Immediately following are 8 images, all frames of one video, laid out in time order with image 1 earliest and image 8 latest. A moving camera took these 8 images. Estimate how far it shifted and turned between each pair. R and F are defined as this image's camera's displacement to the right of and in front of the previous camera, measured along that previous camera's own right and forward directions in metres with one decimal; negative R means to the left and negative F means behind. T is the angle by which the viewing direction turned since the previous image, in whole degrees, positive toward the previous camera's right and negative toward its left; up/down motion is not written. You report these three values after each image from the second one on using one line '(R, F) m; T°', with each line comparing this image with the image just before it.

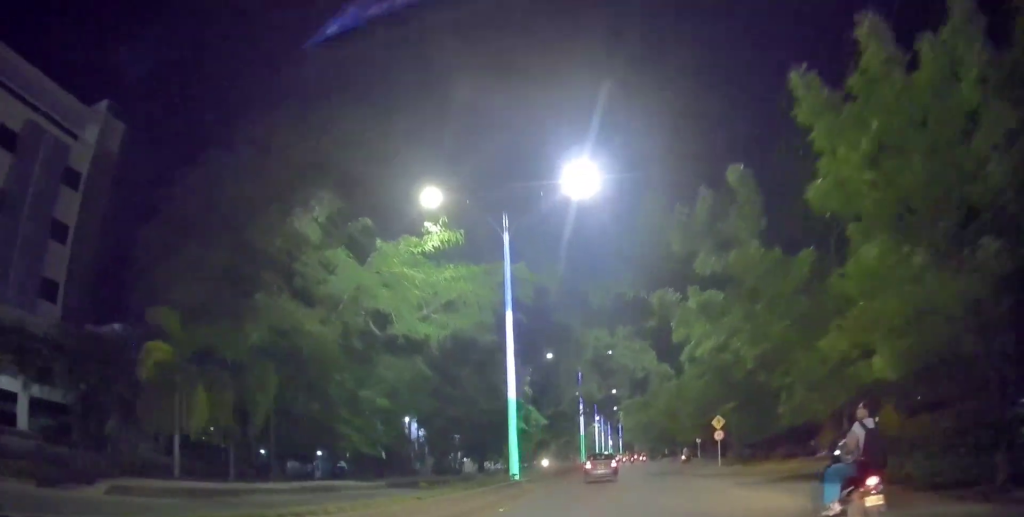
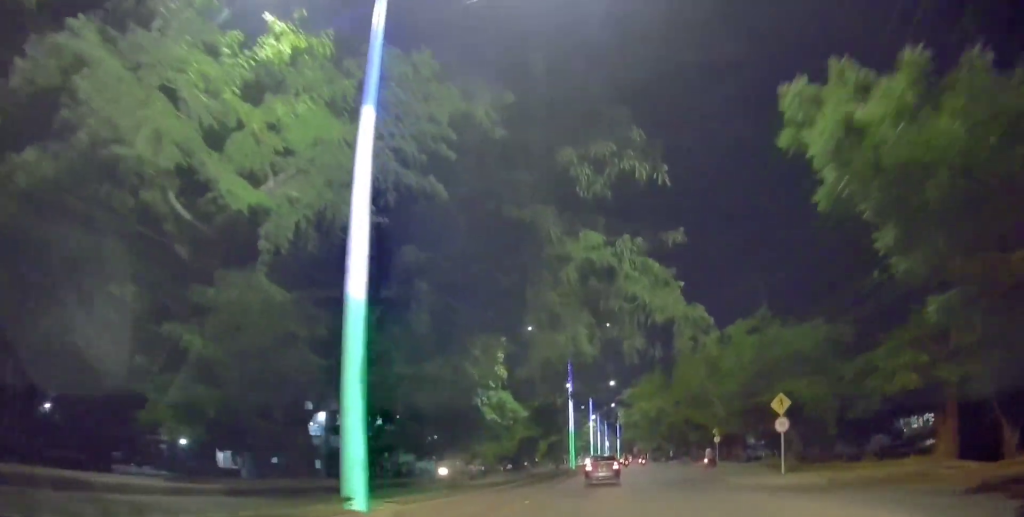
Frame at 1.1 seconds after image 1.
(+0.1, +13.5) m; 0°
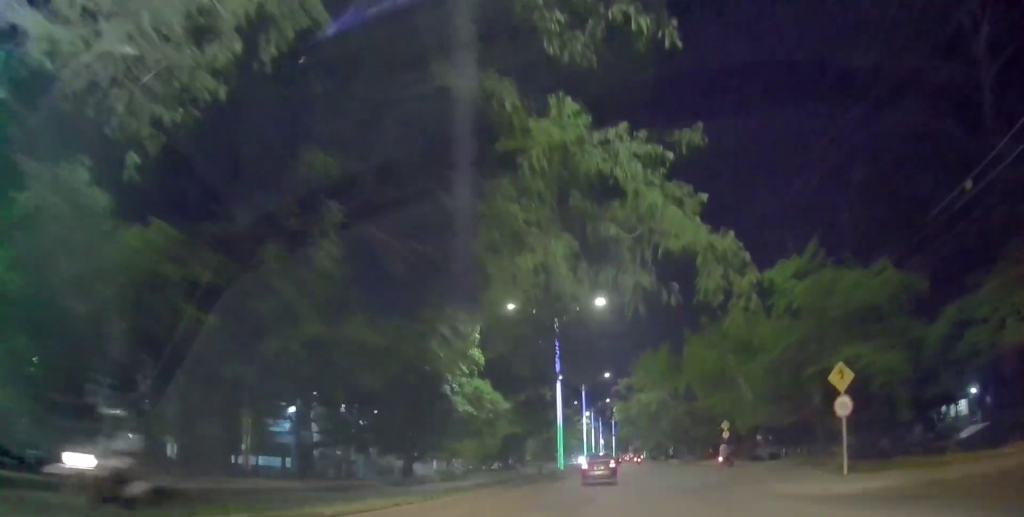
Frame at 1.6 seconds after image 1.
(0.0, +6.5) m; 0°
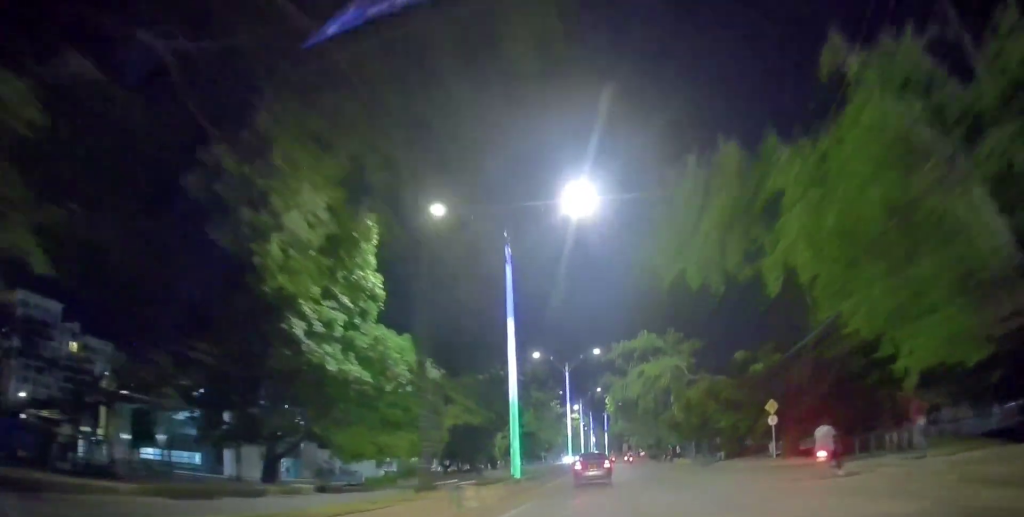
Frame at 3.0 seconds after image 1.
(-0.2, +16.9) m; +1°
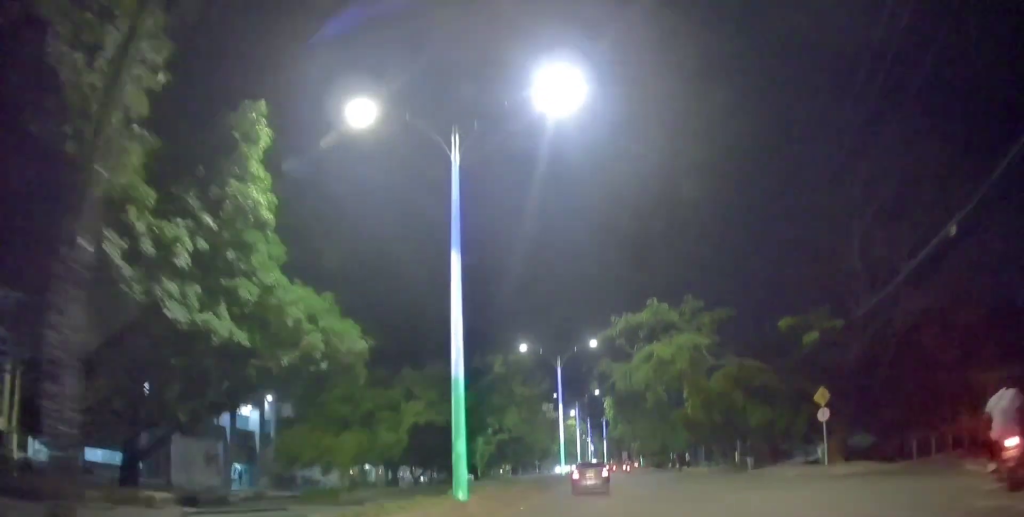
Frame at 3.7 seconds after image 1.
(+0.1, +8.1) m; +1°
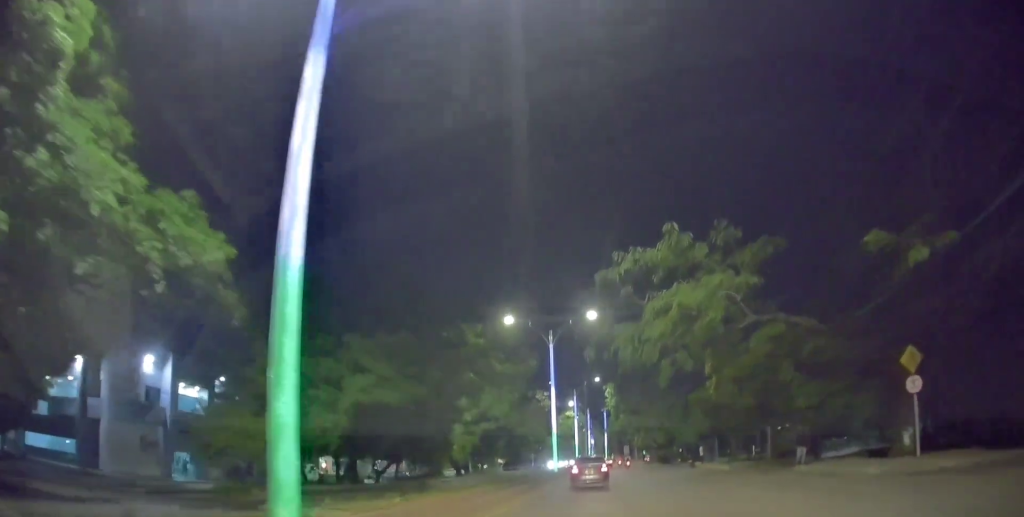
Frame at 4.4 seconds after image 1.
(+0.3, +8.2) m; 0°
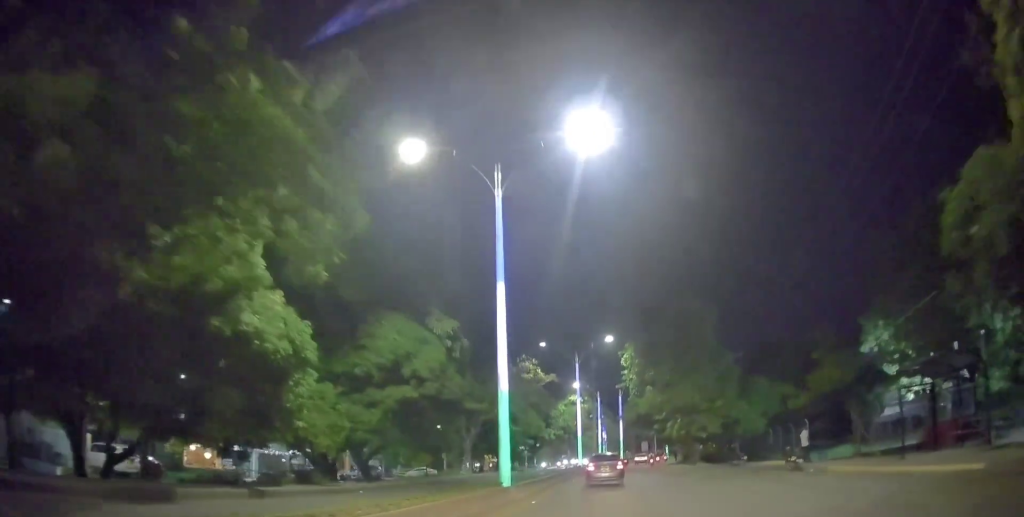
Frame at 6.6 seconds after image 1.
(+0.2, +24.4) m; -2°
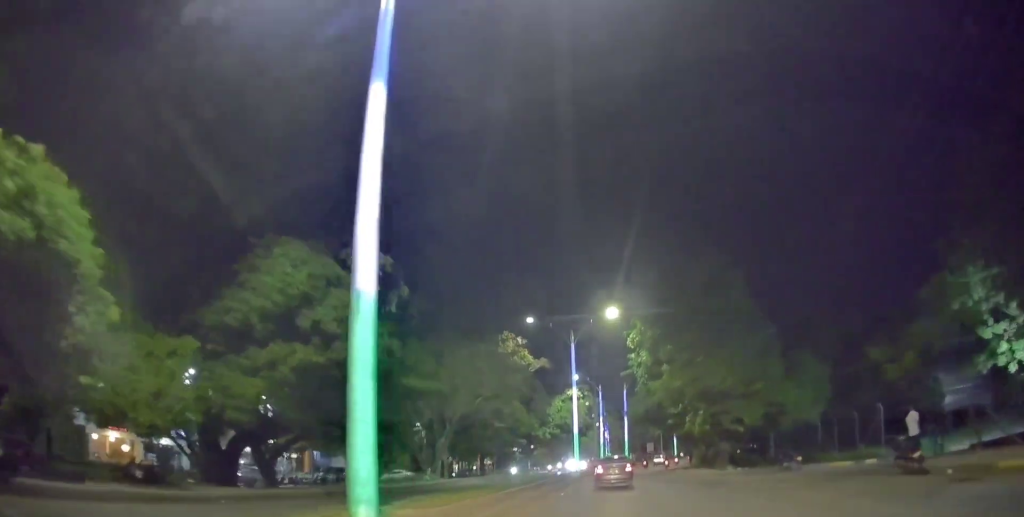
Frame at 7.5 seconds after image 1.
(-0.8, +10.0) m; -3°
